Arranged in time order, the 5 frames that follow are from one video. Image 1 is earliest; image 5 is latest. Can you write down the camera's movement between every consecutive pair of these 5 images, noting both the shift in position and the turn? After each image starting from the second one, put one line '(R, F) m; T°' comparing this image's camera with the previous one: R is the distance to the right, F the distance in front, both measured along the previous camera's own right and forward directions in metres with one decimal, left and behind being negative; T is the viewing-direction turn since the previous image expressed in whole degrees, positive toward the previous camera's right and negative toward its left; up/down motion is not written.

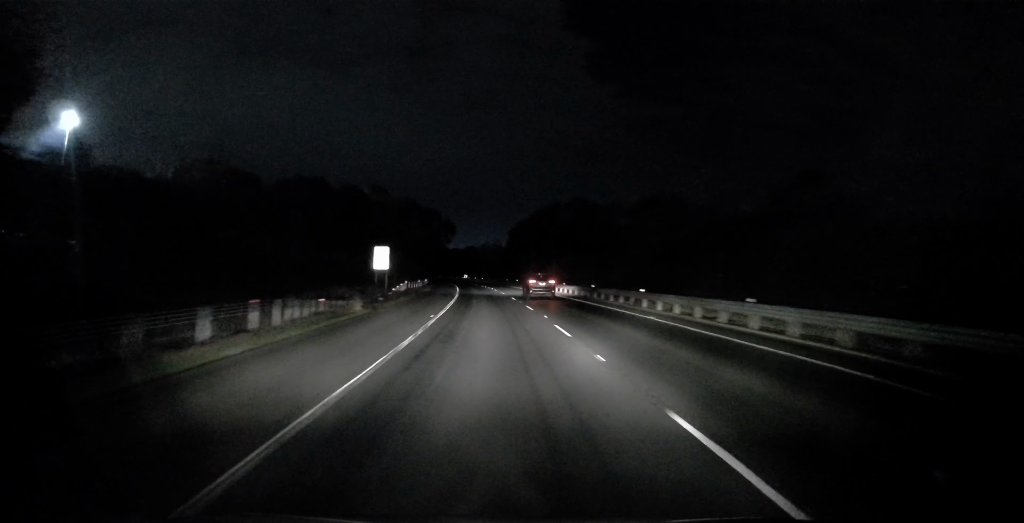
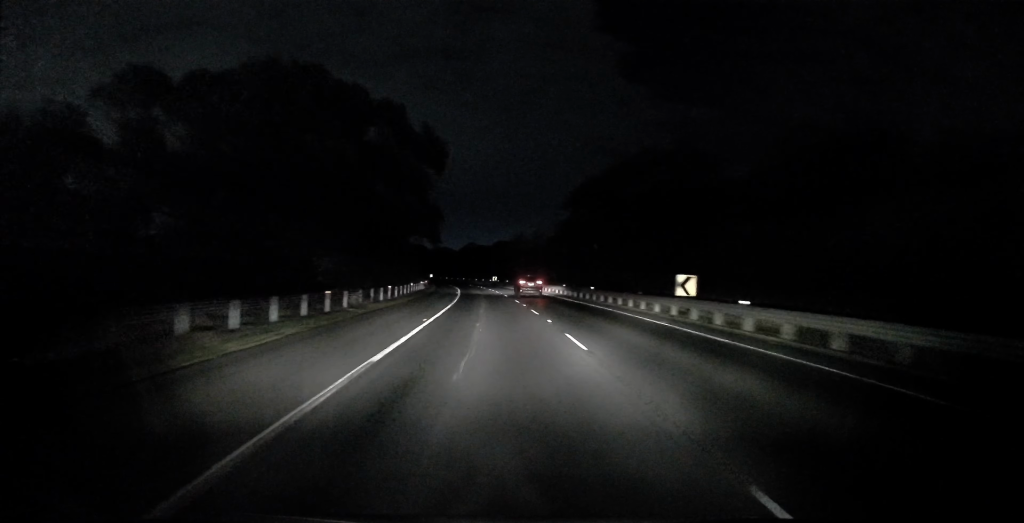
(+1.2, +49.2) m; +4°
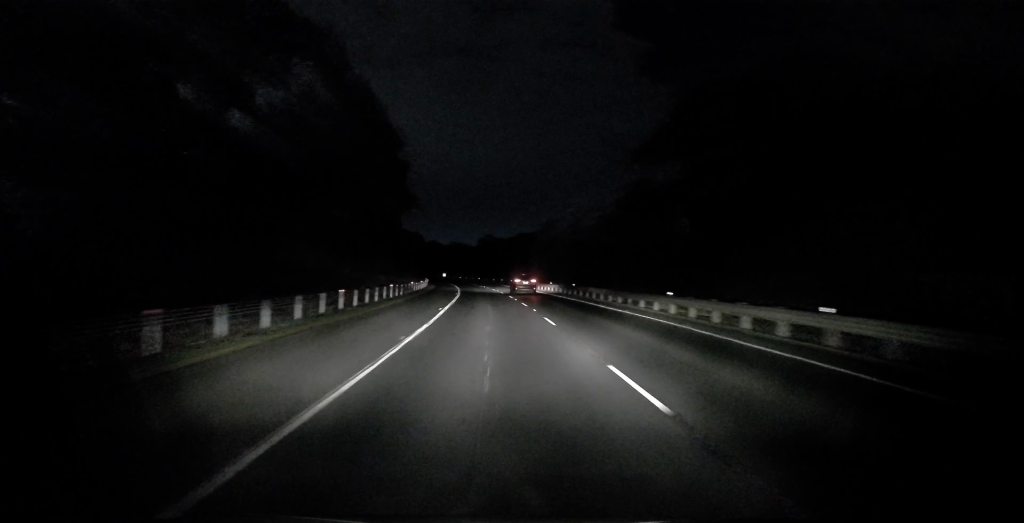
(+0.8, +29.5) m; +3°
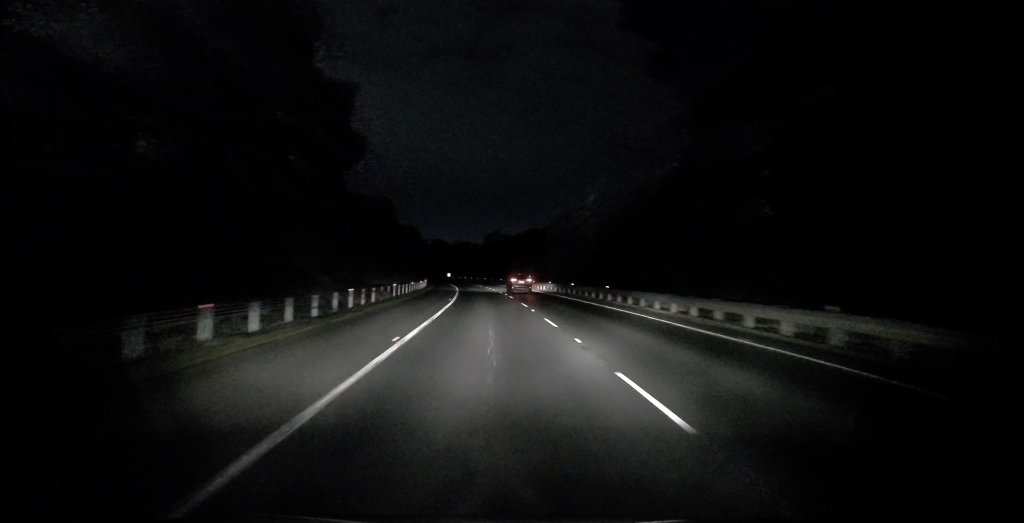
(+0.1, +12.7) m; 0°
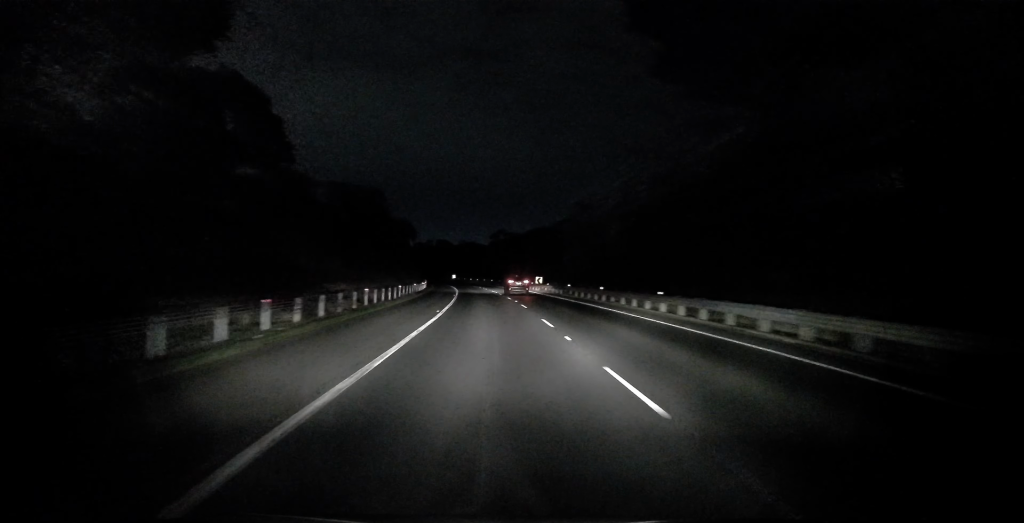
(0.0, +11.0) m; 0°
